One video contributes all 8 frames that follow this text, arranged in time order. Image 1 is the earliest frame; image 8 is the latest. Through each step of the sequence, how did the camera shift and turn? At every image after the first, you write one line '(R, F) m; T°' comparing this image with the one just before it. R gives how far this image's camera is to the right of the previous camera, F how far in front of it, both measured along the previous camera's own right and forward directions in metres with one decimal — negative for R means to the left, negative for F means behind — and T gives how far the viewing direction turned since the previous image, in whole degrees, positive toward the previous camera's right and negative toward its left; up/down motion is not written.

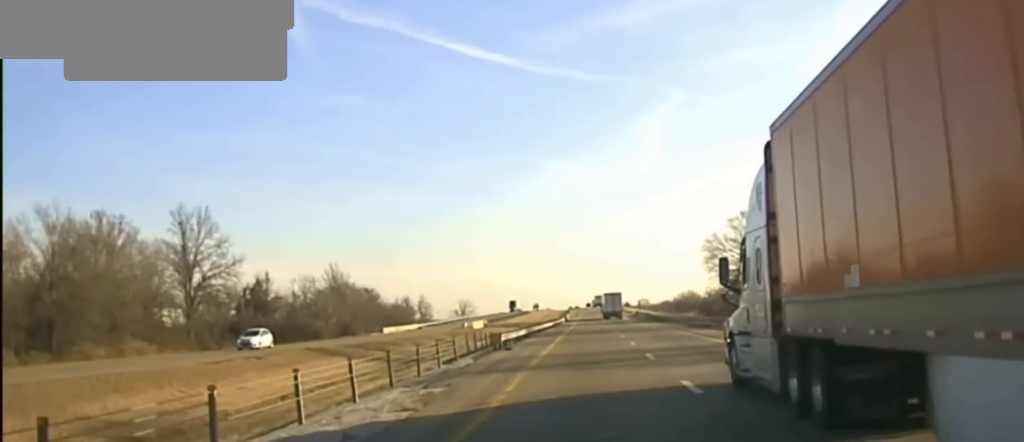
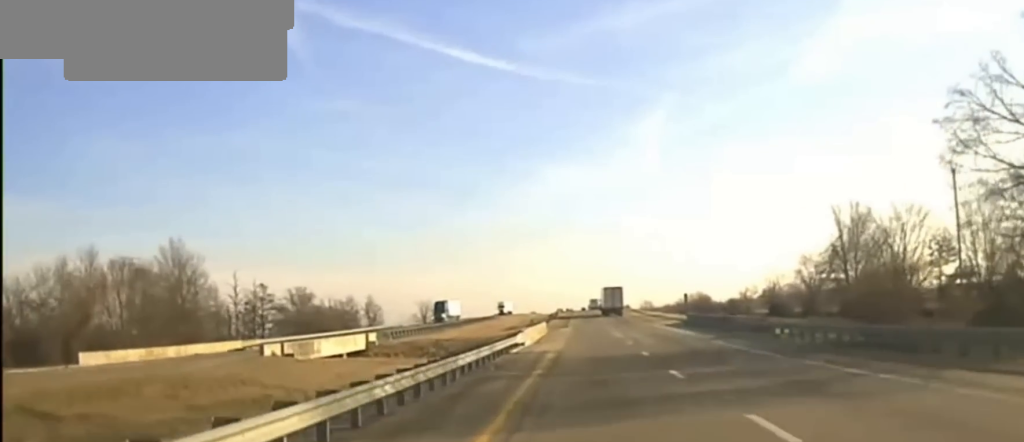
(+0.5, +73.5) m; 0°
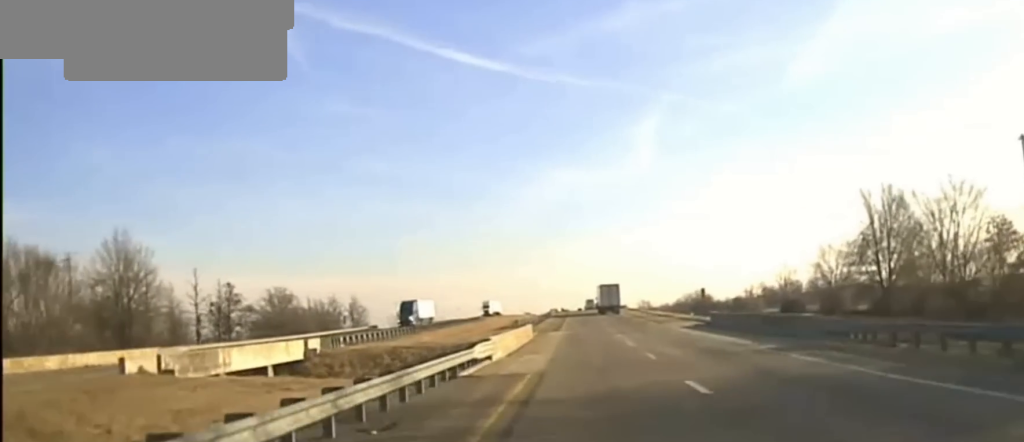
(-0.1, +16.3) m; 0°
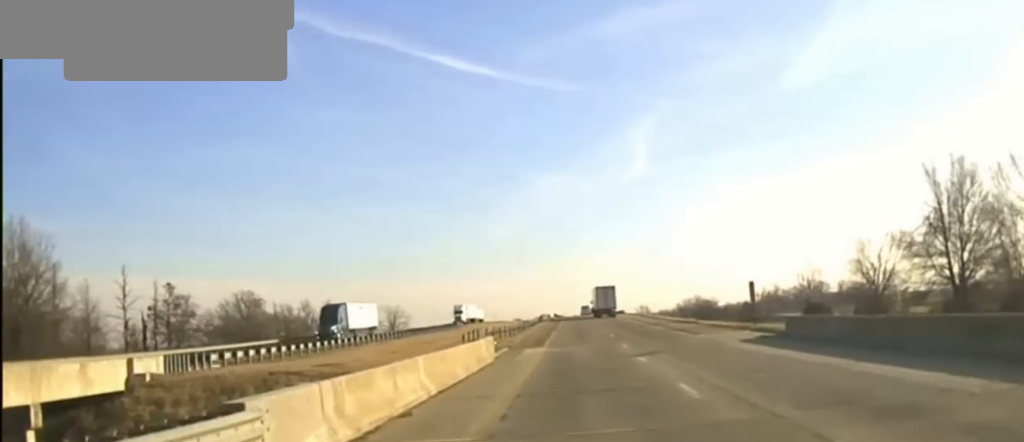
(0.0, +27.6) m; 0°
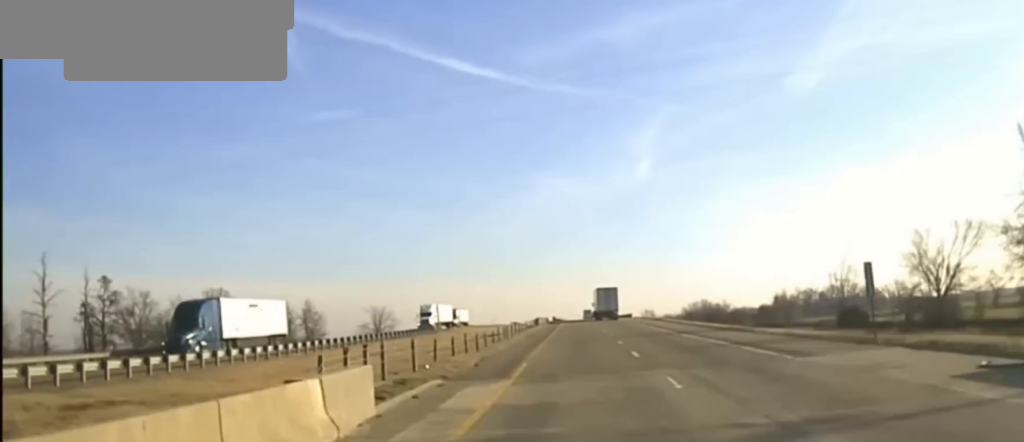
(+0.1, +27.2) m; 0°
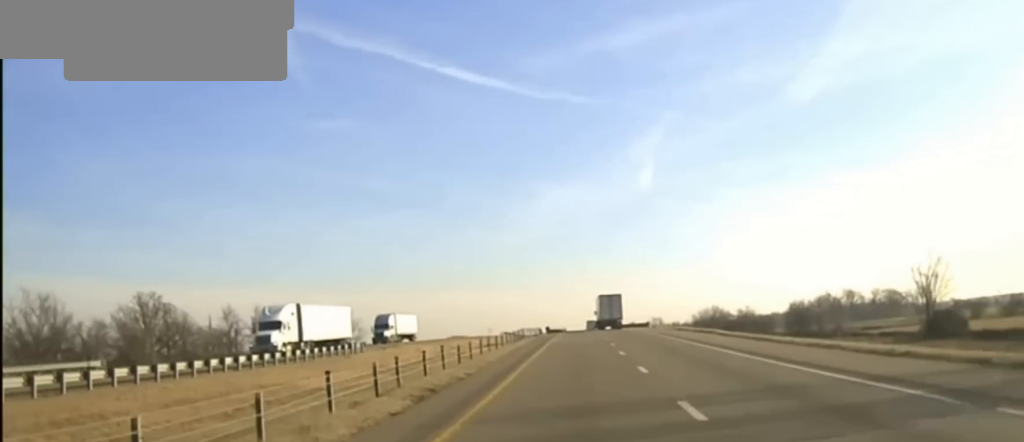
(0.0, +51.2) m; 0°
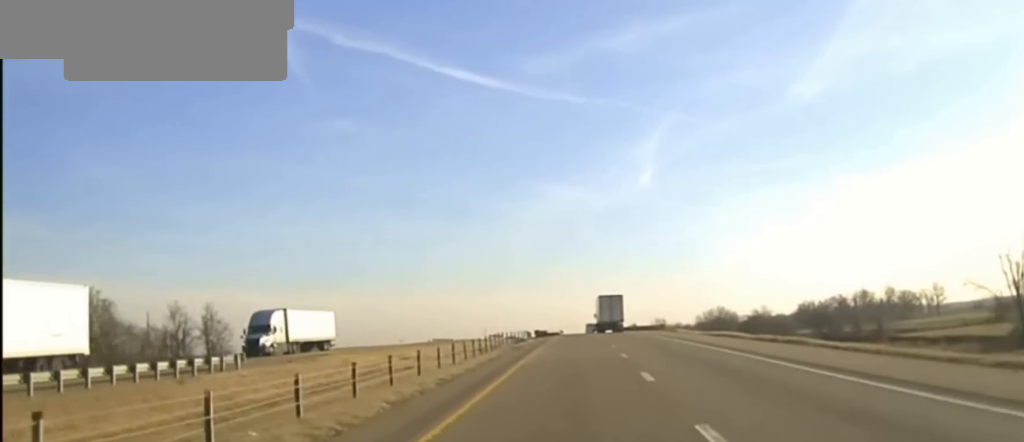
(-0.2, +33.5) m; 0°
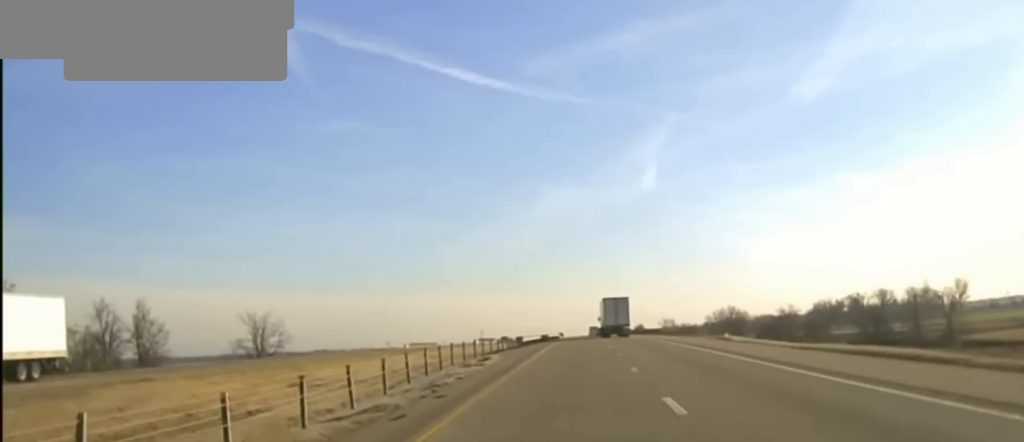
(-0.1, +34.5) m; 0°
